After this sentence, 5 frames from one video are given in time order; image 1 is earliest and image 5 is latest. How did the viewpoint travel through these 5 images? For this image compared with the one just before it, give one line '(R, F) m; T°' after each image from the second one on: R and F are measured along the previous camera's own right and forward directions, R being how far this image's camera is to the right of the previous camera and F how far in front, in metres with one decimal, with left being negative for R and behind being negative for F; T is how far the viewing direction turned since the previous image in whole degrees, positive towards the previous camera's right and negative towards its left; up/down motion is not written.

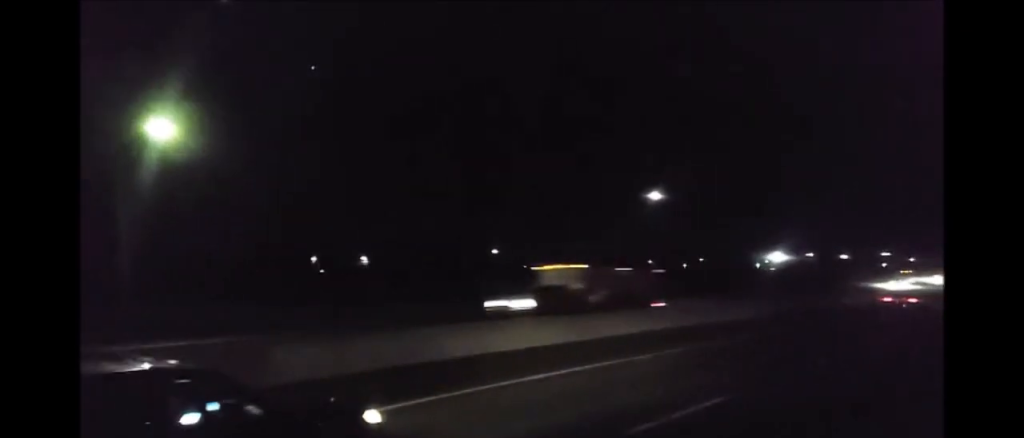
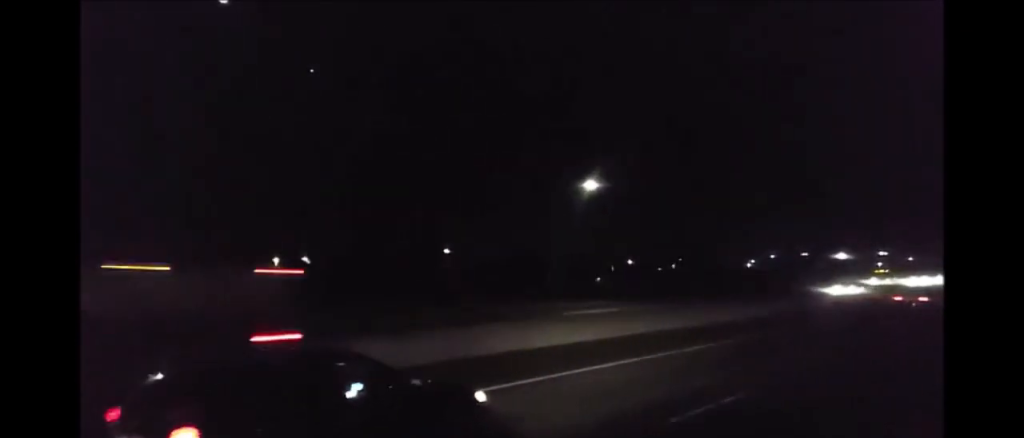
(+0.4, +12.9) m; +1°
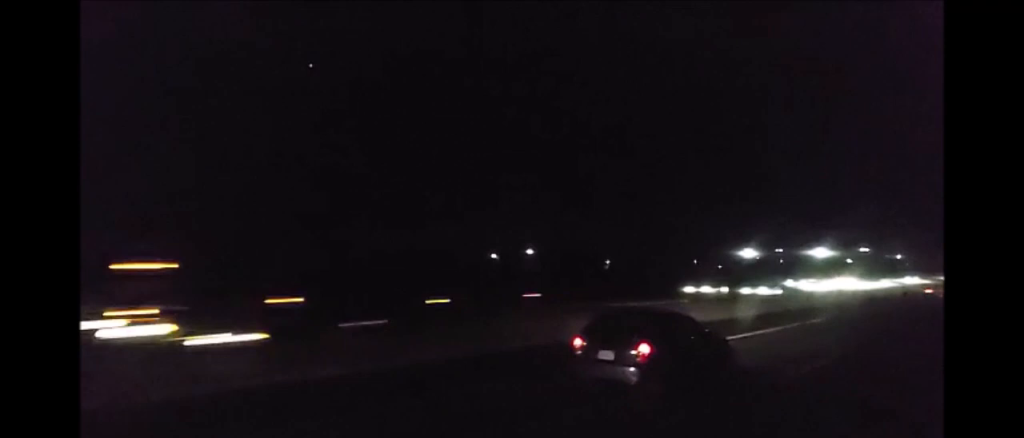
(+0.1, +69.3) m; -1°
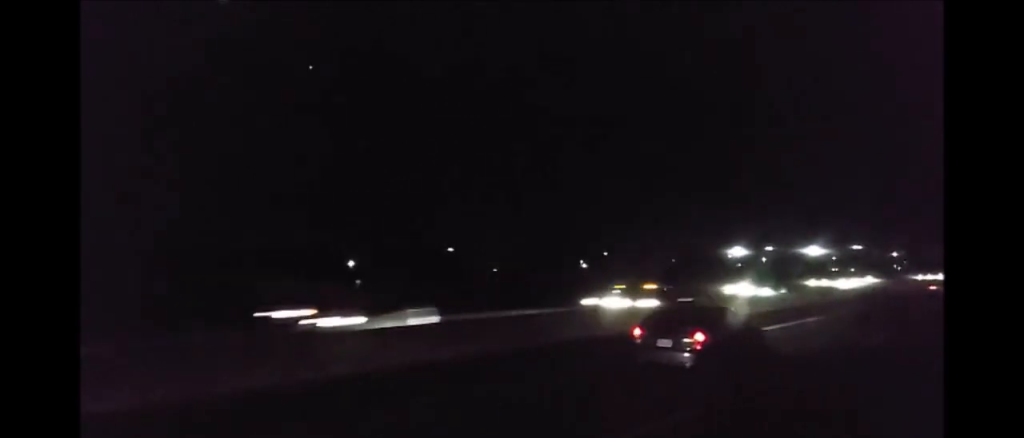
(0.0, +21.8) m; 0°
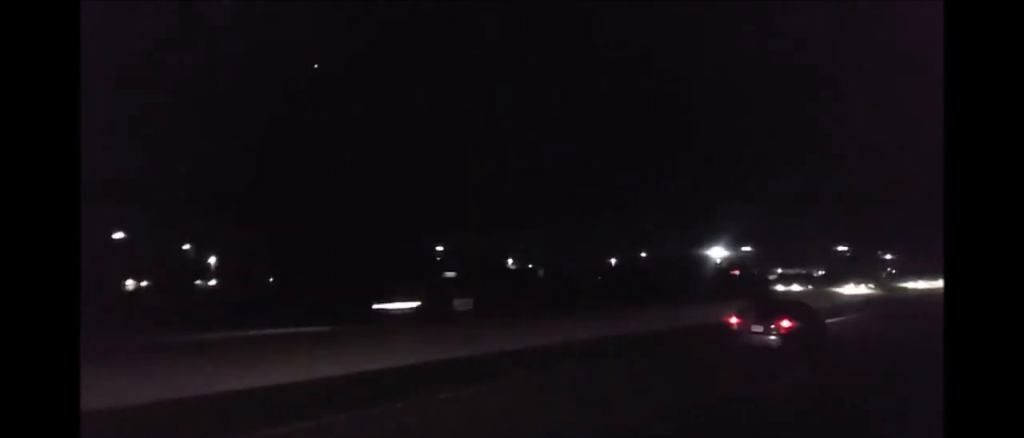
(-0.3, +53.2) m; 0°
